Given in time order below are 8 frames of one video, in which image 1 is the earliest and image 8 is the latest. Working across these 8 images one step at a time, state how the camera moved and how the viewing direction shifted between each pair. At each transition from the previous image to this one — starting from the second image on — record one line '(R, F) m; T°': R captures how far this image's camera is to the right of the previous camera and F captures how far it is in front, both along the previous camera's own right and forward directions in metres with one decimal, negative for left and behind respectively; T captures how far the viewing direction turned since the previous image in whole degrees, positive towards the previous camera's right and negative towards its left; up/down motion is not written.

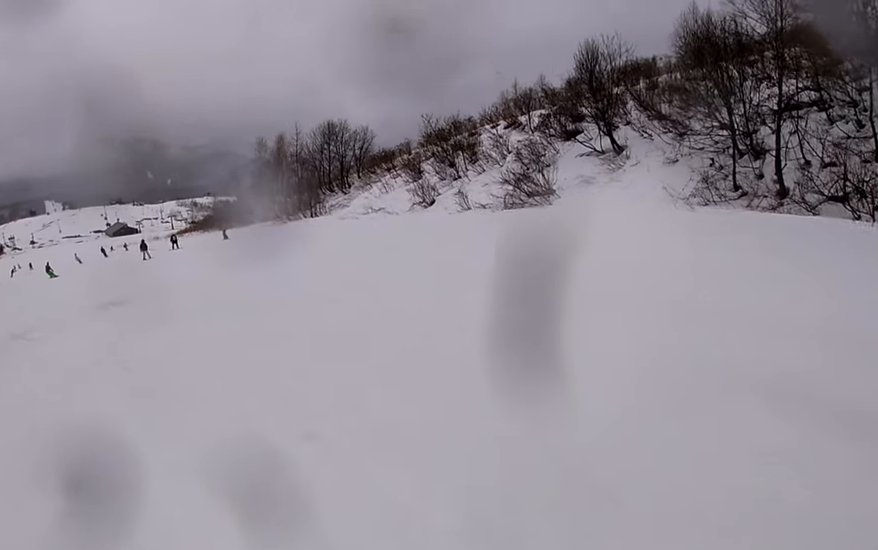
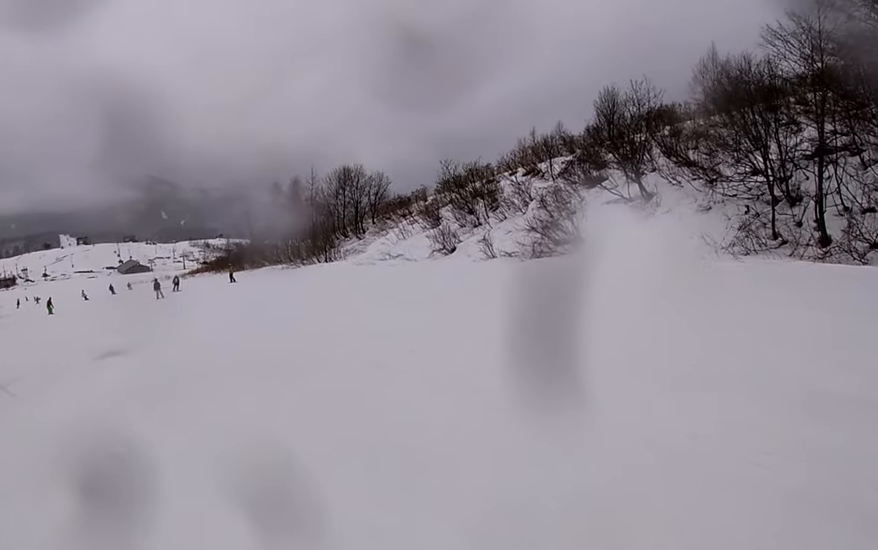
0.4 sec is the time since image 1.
(+0.4, +2.0) m; +15°
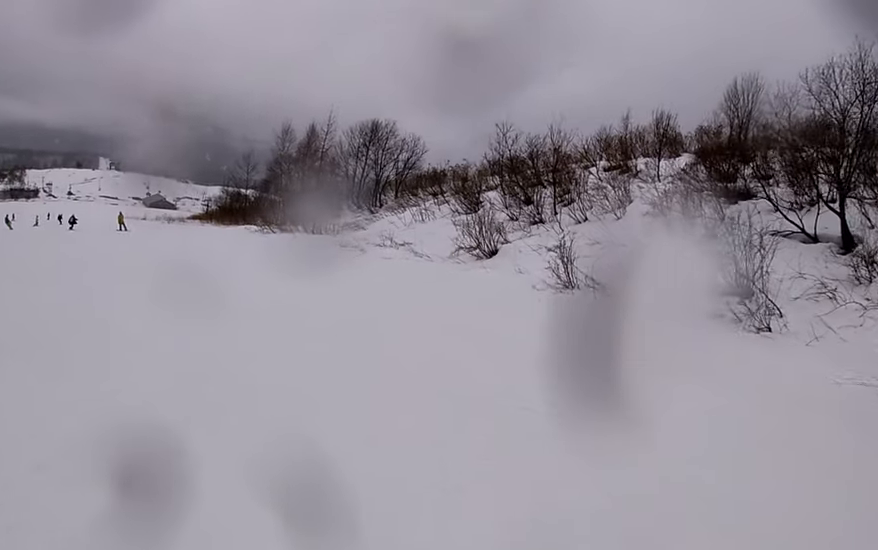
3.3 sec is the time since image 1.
(+2.2, +15.2) m; -19°
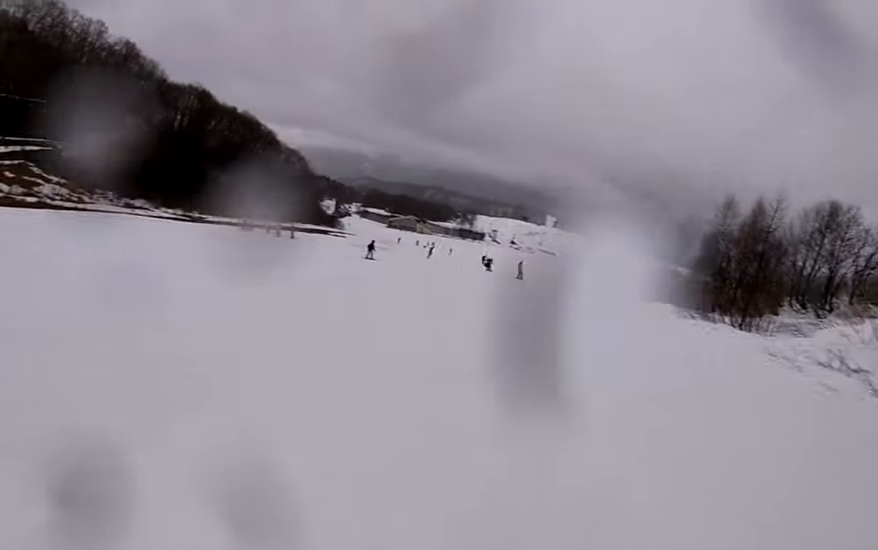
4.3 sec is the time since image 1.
(-1.8, +4.4) m; -30°
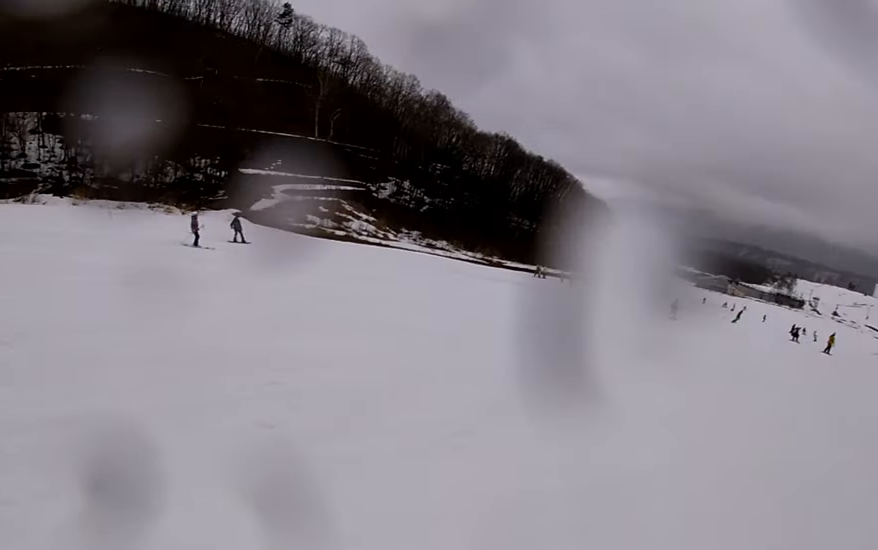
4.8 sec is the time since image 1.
(-0.3, +2.3) m; -10°
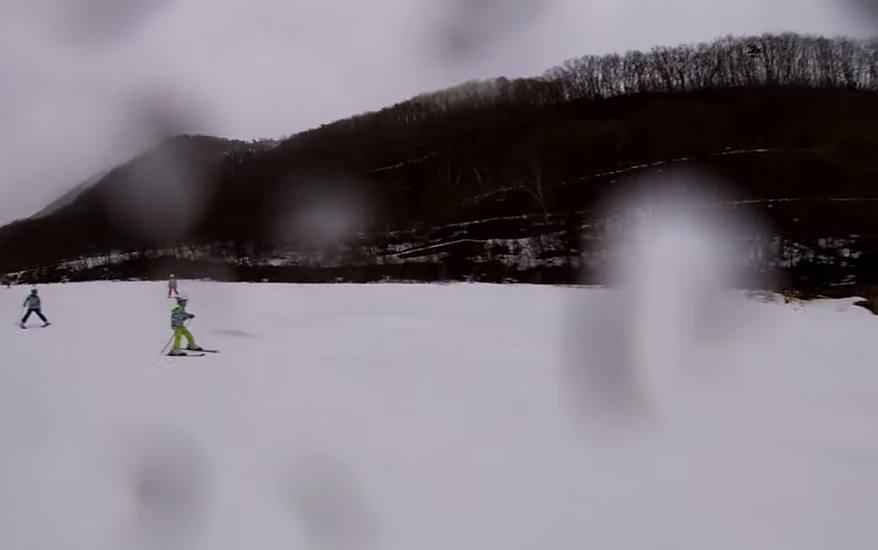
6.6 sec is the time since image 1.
(-2.5, +8.9) m; -28°
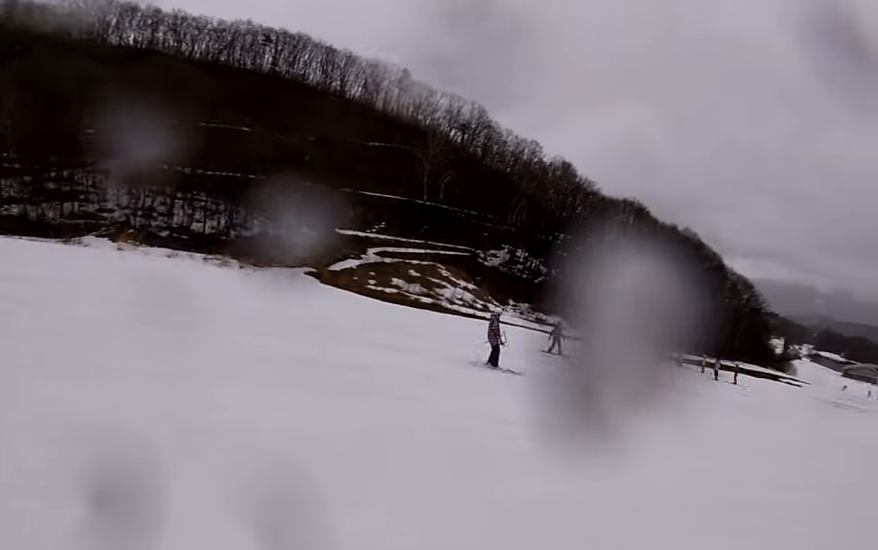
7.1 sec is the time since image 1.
(0.0, +2.6) m; +7°
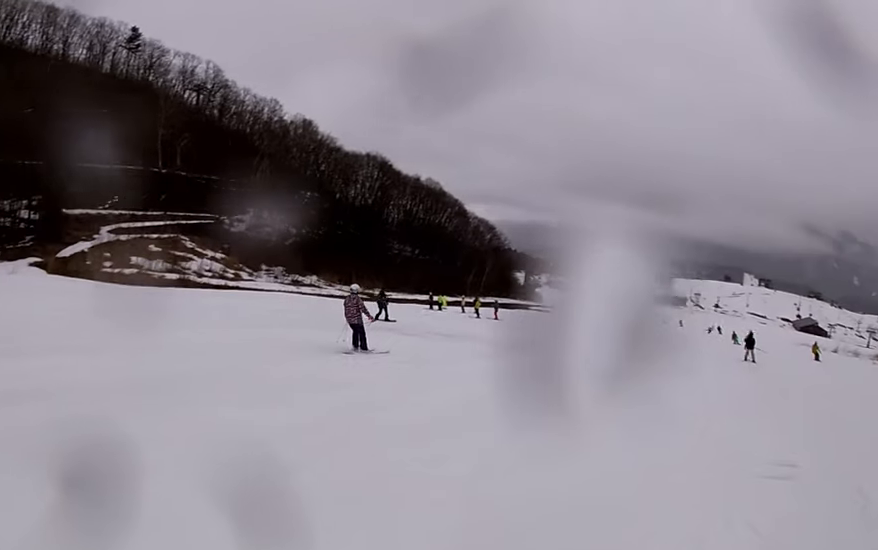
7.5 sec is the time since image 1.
(-0.3, +2.3) m; +6°
